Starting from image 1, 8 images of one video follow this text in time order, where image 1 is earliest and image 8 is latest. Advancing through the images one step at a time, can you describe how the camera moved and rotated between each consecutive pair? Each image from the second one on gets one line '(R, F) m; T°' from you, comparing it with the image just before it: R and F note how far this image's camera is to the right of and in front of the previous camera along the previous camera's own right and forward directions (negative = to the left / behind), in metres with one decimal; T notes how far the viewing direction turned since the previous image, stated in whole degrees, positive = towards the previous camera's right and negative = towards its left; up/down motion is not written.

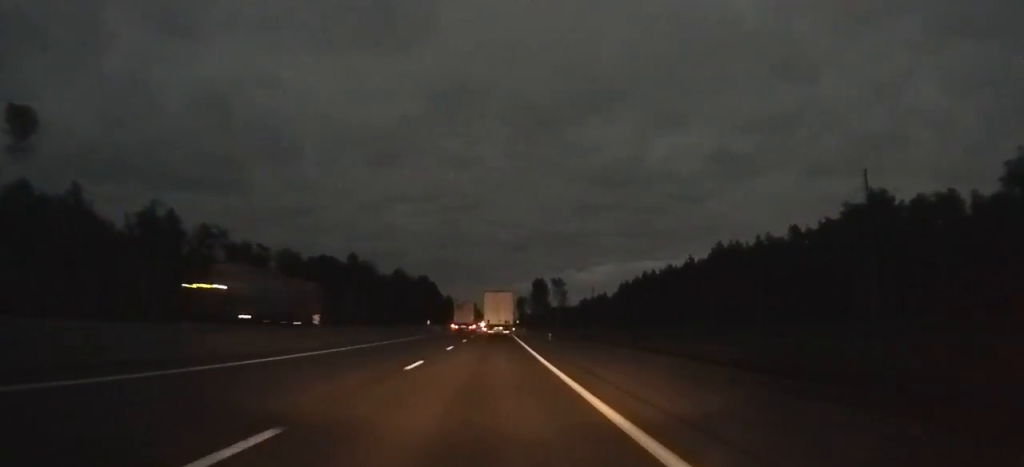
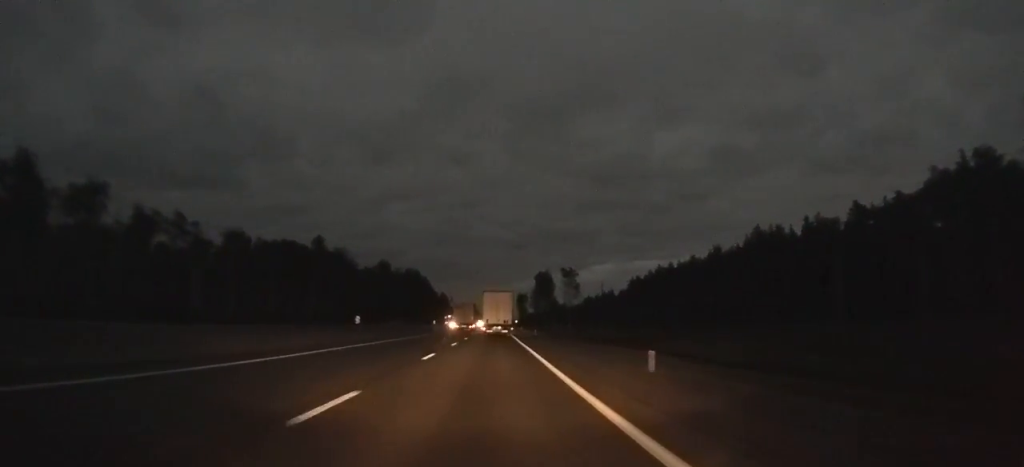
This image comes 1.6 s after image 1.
(0.0, +32.5) m; 0°
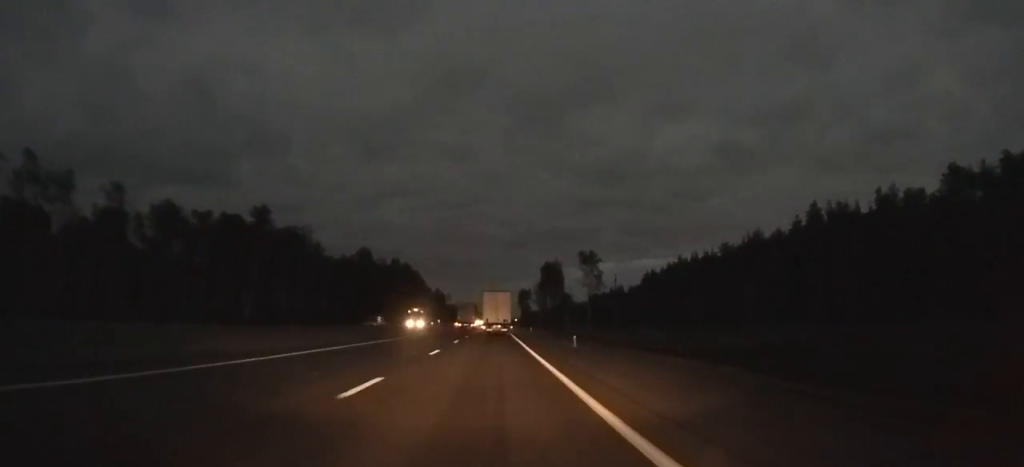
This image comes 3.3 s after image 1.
(-0.3, +33.5) m; -1°
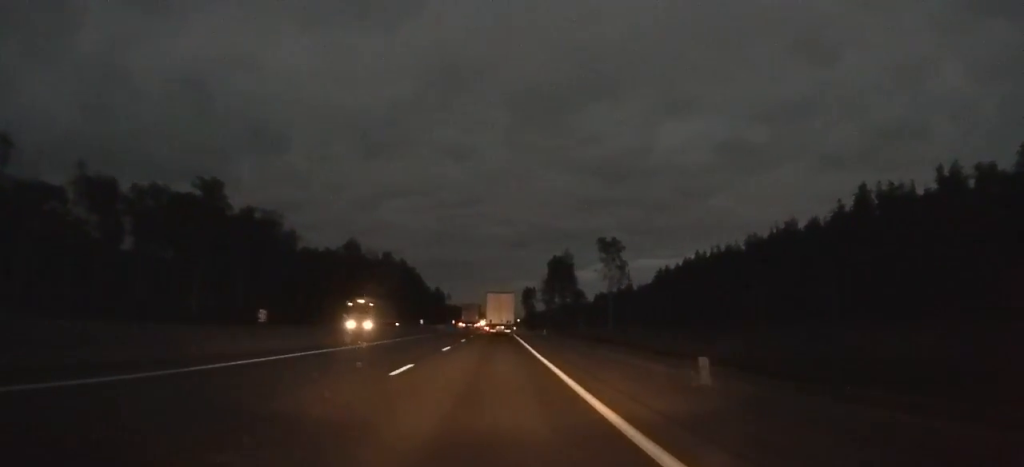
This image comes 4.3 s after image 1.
(0.0, +20.0) m; 0°
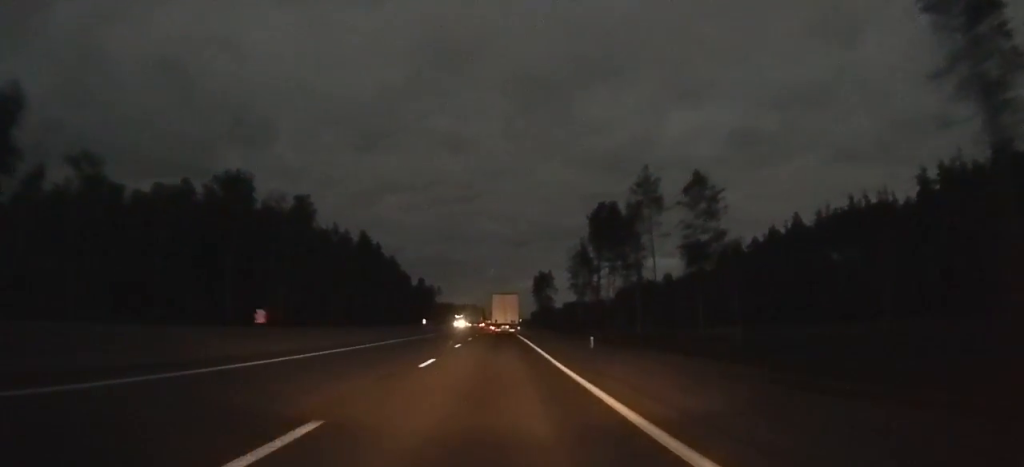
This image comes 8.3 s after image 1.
(+0.5, +80.5) m; +1°
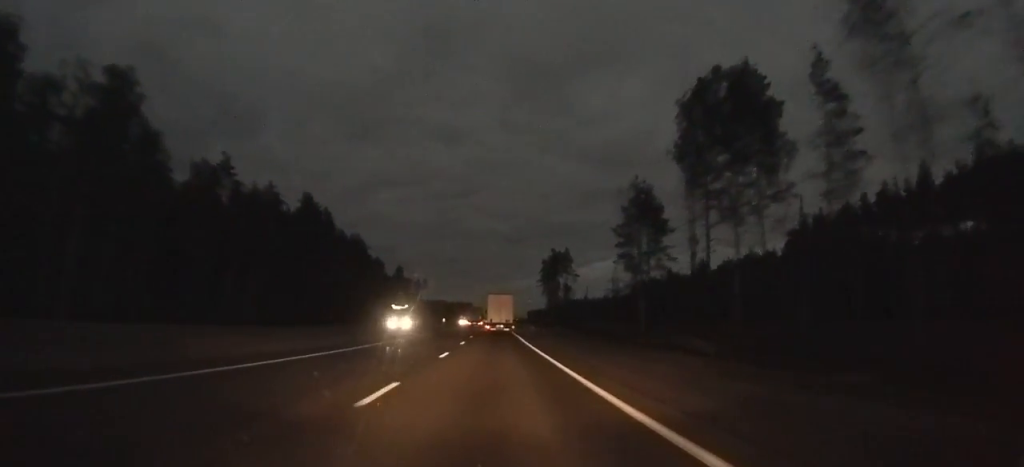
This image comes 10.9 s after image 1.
(+0.1, +54.4) m; 0°
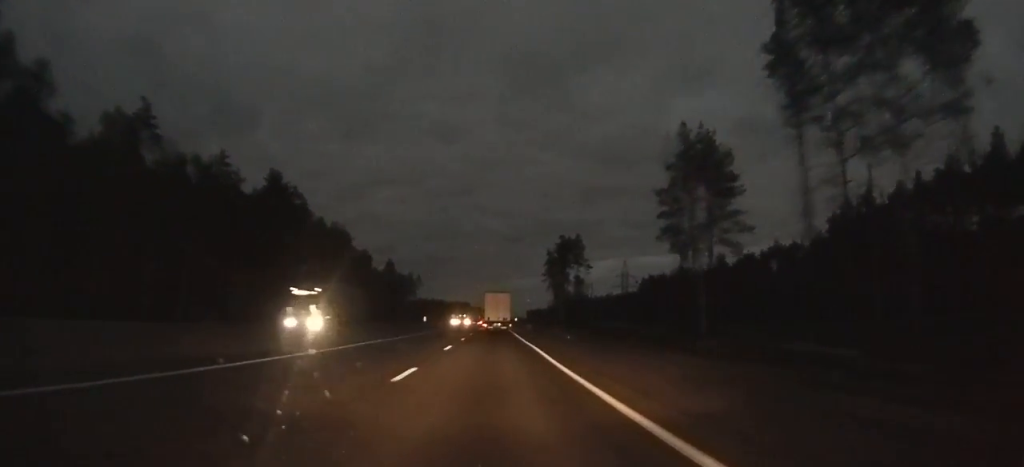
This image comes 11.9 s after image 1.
(0.0, +20.6) m; 0°
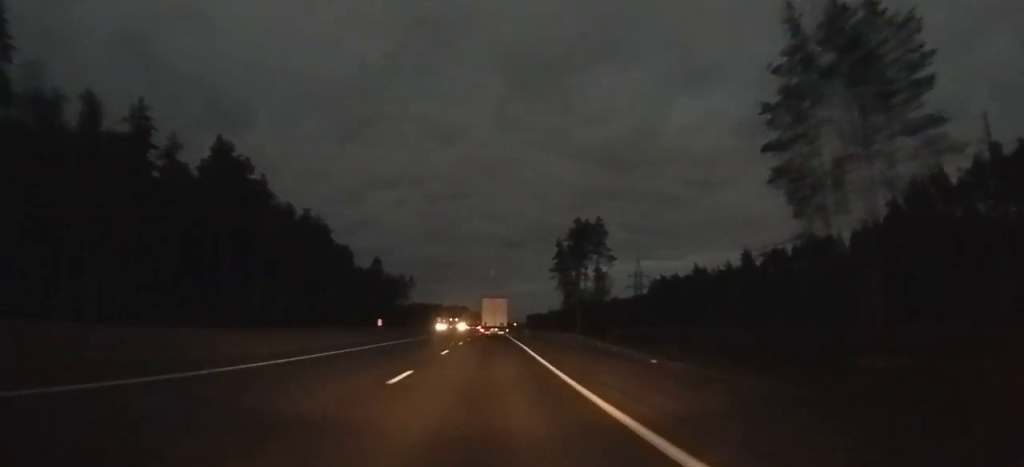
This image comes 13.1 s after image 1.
(+0.1, +23.4) m; 0°
